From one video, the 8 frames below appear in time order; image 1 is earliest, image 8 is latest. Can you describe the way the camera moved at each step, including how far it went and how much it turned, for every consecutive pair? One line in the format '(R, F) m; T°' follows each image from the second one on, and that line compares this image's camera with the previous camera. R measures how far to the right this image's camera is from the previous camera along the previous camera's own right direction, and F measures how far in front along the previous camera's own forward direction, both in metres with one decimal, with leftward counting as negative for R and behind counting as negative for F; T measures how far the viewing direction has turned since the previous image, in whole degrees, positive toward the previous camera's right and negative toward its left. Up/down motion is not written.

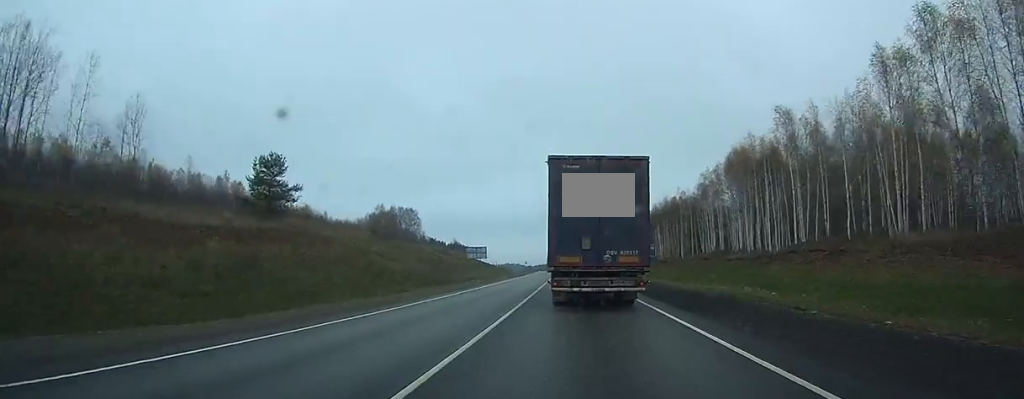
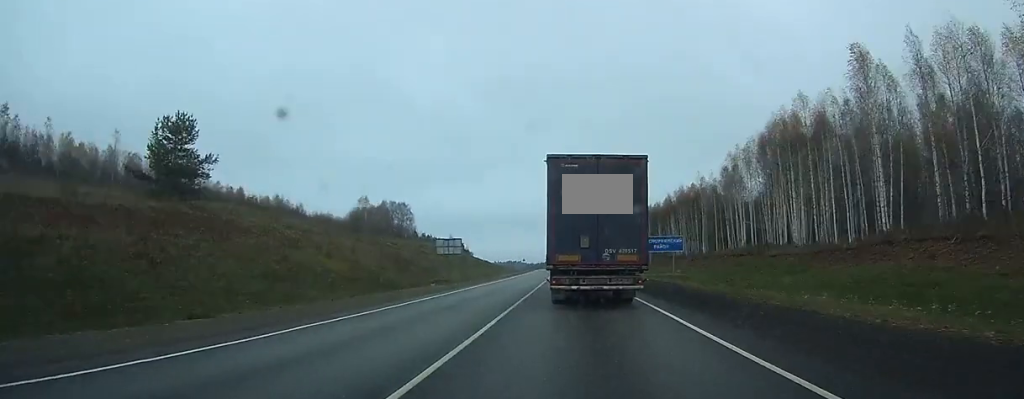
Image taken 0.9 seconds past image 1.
(0.0, +18.9) m; 0°
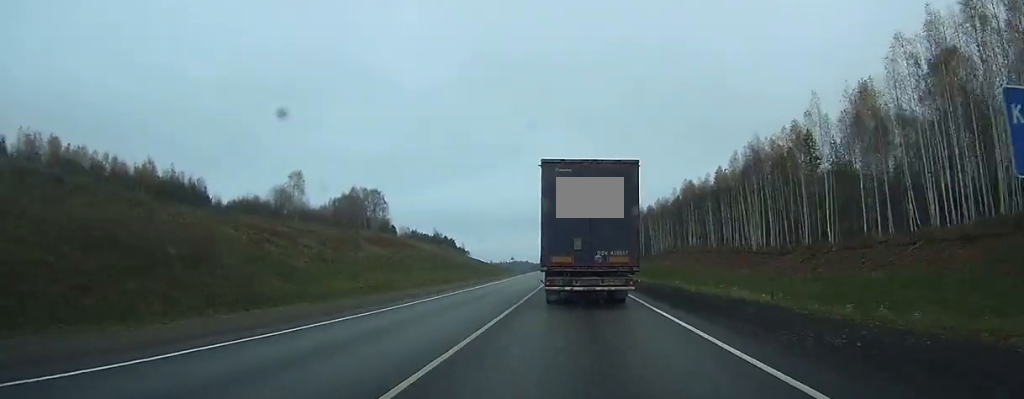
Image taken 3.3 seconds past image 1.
(-0.3, +52.3) m; -1°
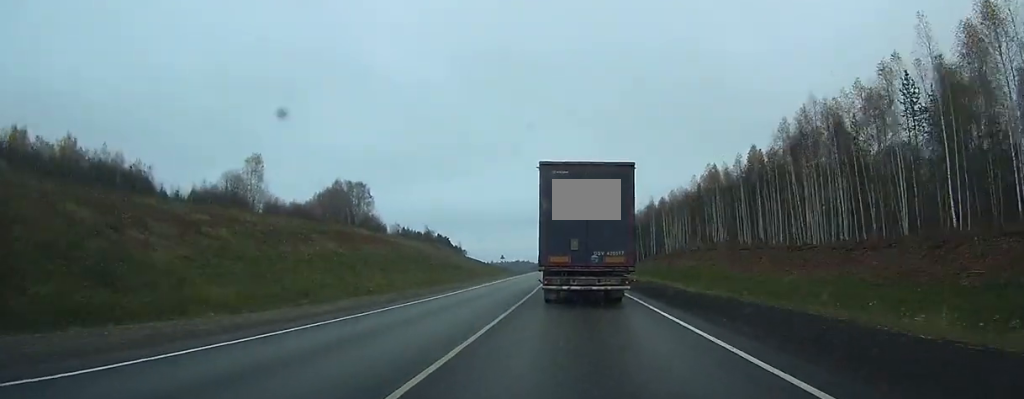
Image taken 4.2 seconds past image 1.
(0.0, +20.4) m; 0°
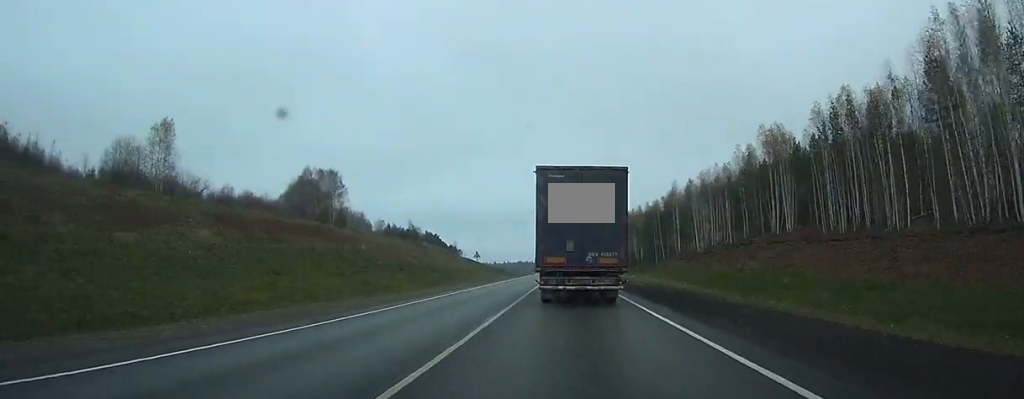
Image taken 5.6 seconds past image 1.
(-0.2, +30.7) m; -1°
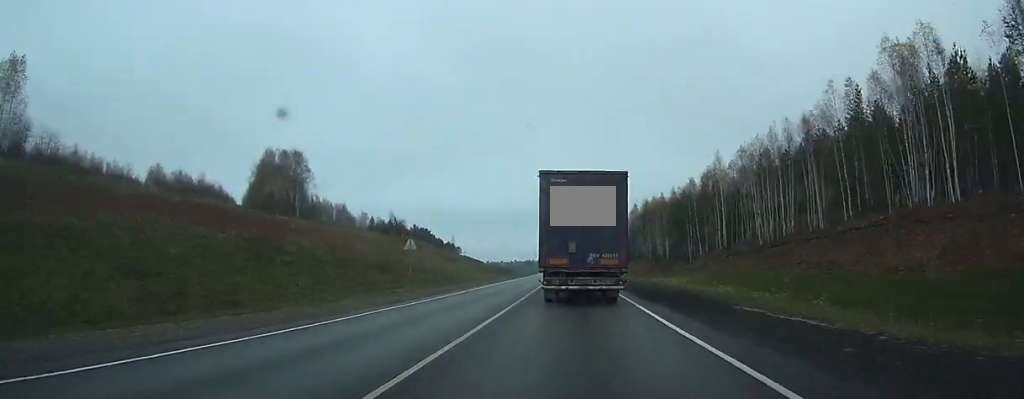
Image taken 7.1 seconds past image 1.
(-0.2, +32.3) m; -1°
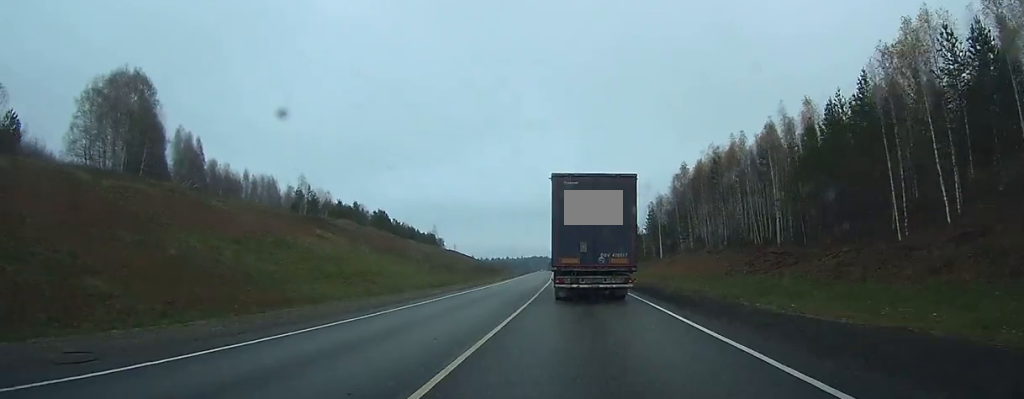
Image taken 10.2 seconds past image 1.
(-0.9, +69.5) m; -1°
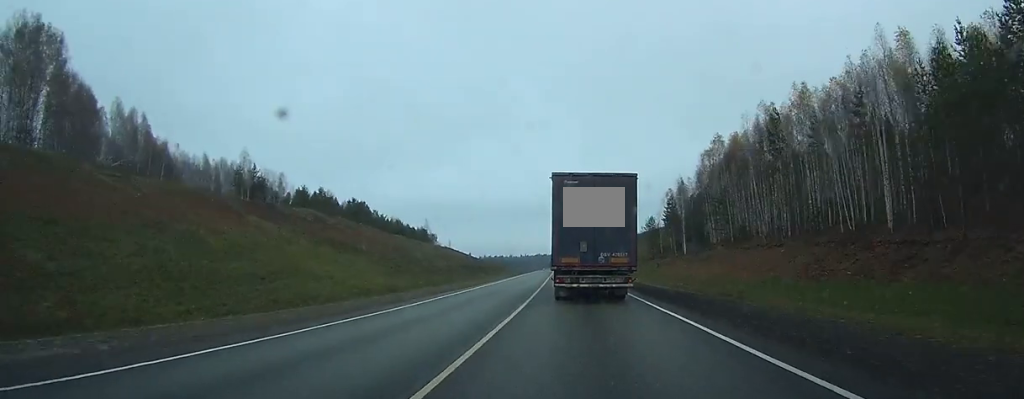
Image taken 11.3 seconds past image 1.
(0.0, +23.7) m; 0°
